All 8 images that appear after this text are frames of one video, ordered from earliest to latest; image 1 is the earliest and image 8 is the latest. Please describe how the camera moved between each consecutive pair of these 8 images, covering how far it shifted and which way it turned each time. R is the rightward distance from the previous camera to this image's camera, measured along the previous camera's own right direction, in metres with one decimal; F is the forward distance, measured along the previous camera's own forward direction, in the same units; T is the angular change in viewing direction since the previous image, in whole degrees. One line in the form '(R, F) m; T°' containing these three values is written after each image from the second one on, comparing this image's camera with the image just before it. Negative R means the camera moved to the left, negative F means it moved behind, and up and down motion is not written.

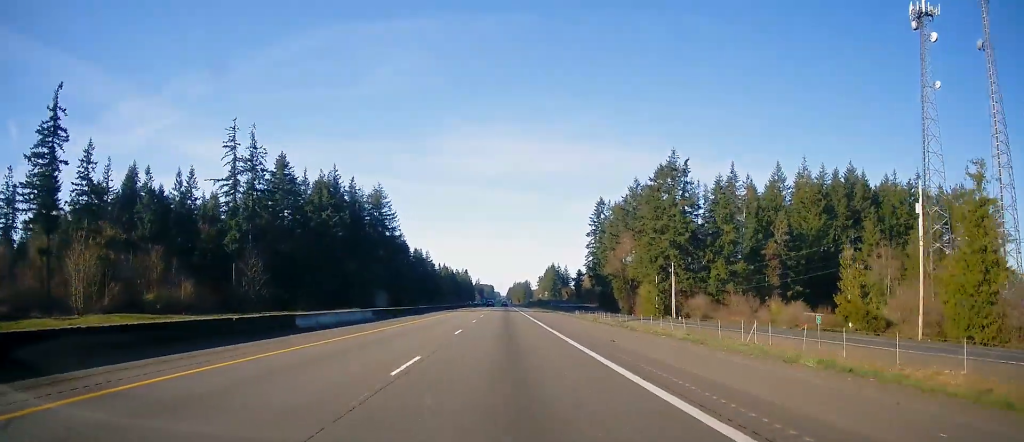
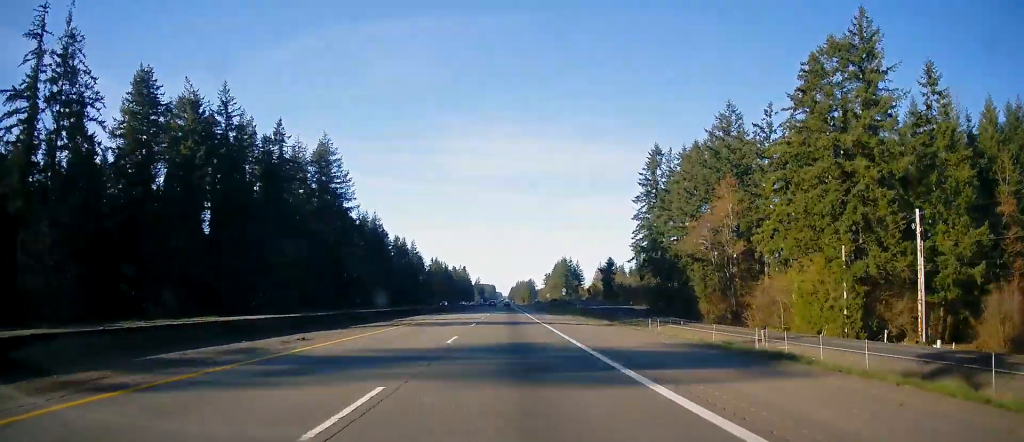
(-0.4, +65.1) m; 0°
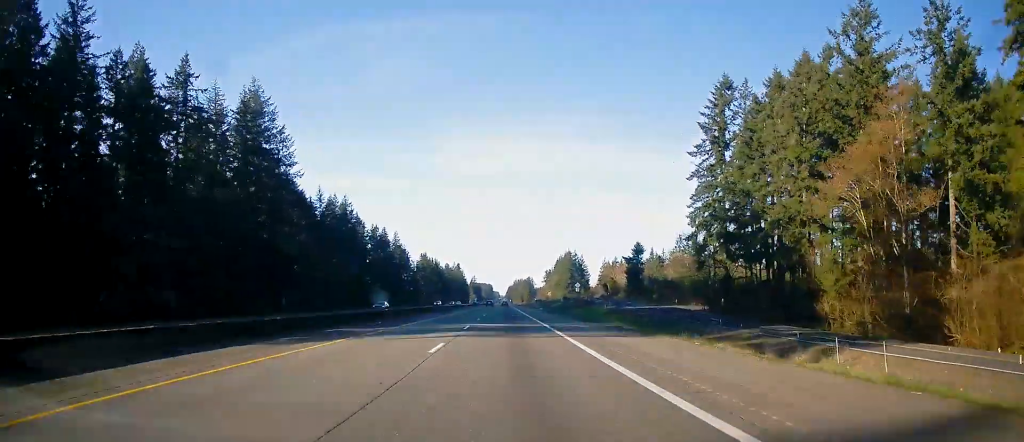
(+0.3, +39.9) m; 0°
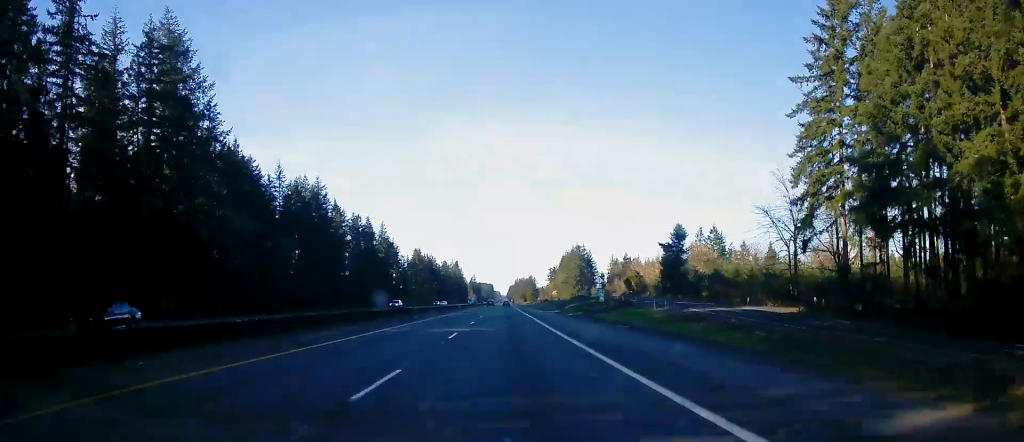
(0.0, +31.2) m; 0°
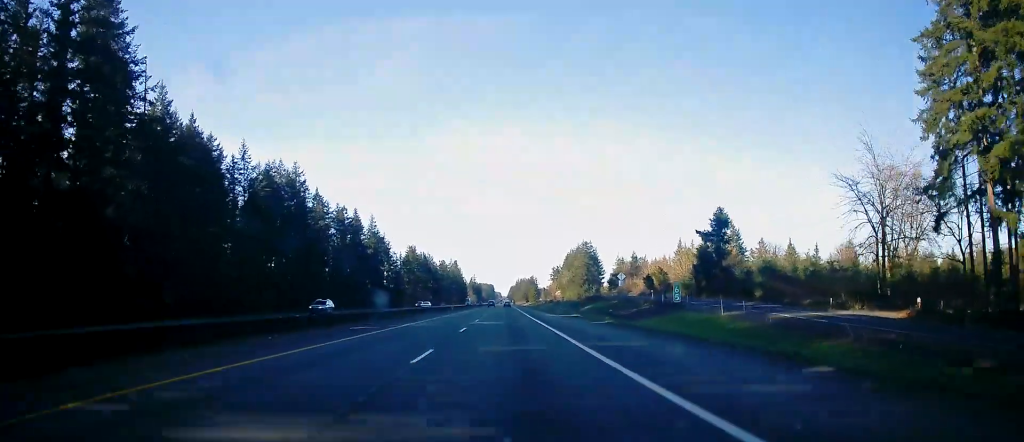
(0.0, +20.1) m; 0°
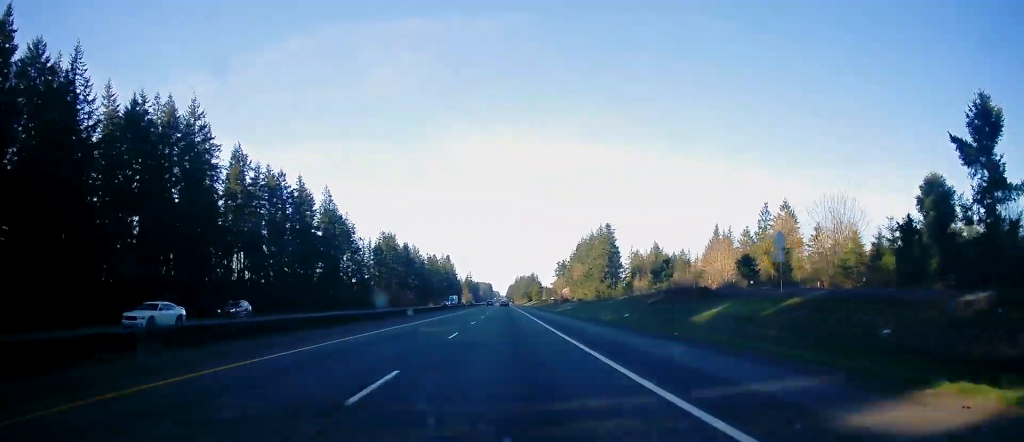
(0.0, +53.6) m; 0°
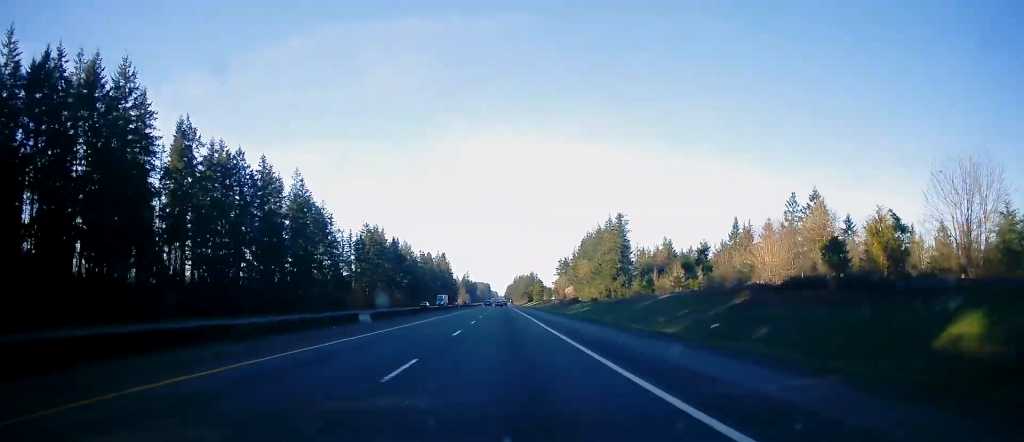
(0.0, +22.4) m; 0°
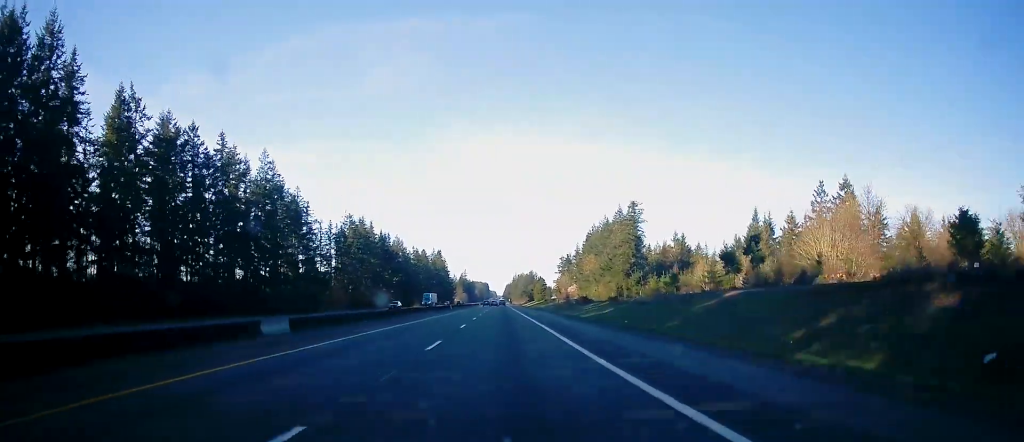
(0.0, +19.0) m; 0°
